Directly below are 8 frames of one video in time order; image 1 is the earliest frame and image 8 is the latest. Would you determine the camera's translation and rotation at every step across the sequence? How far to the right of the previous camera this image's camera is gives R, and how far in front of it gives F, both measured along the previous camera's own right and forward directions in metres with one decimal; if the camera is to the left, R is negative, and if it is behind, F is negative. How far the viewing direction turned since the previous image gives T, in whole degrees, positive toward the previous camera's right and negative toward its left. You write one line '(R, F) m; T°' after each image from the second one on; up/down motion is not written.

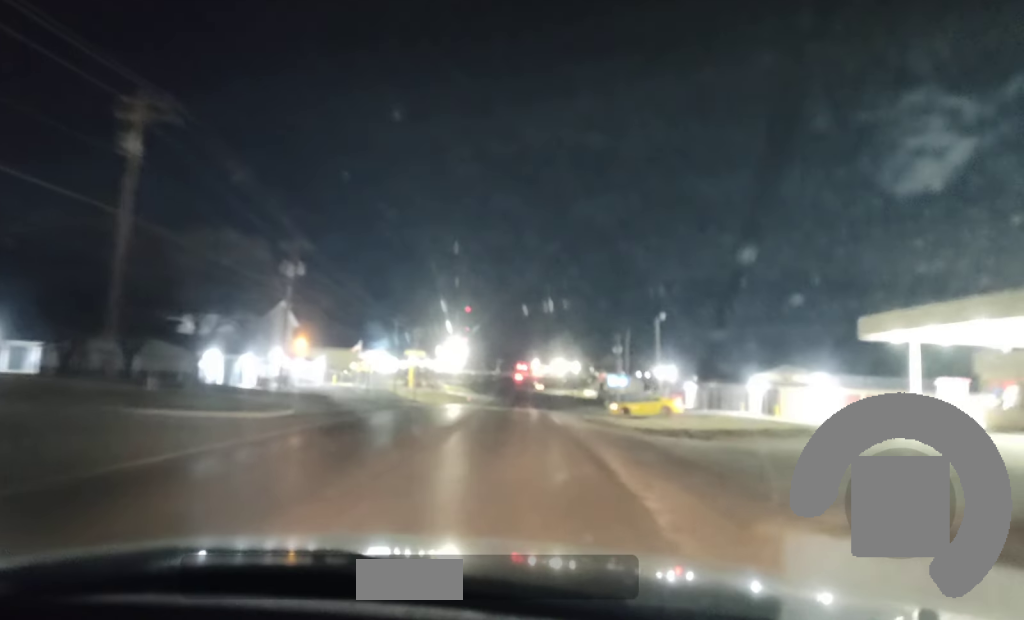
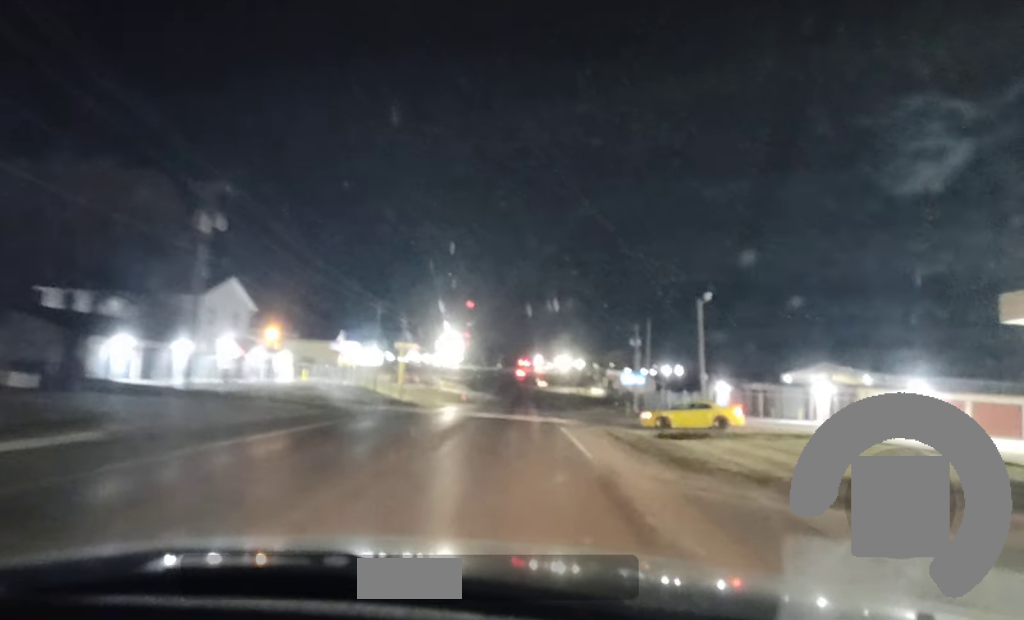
(+0.1, +15.4) m; 0°
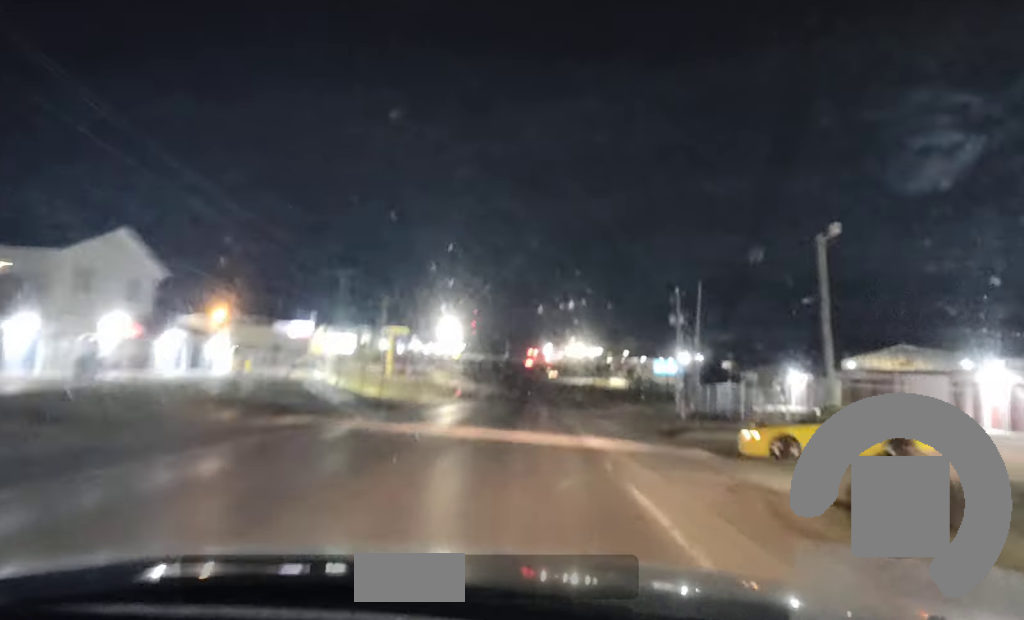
(-0.2, +19.1) m; -1°
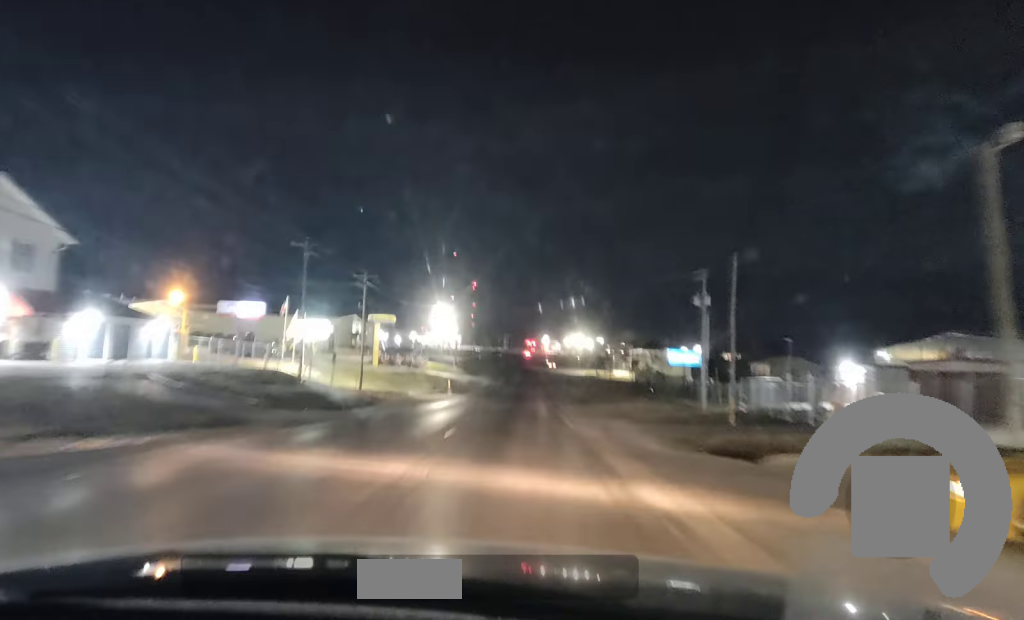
(-0.1, +12.1) m; 0°
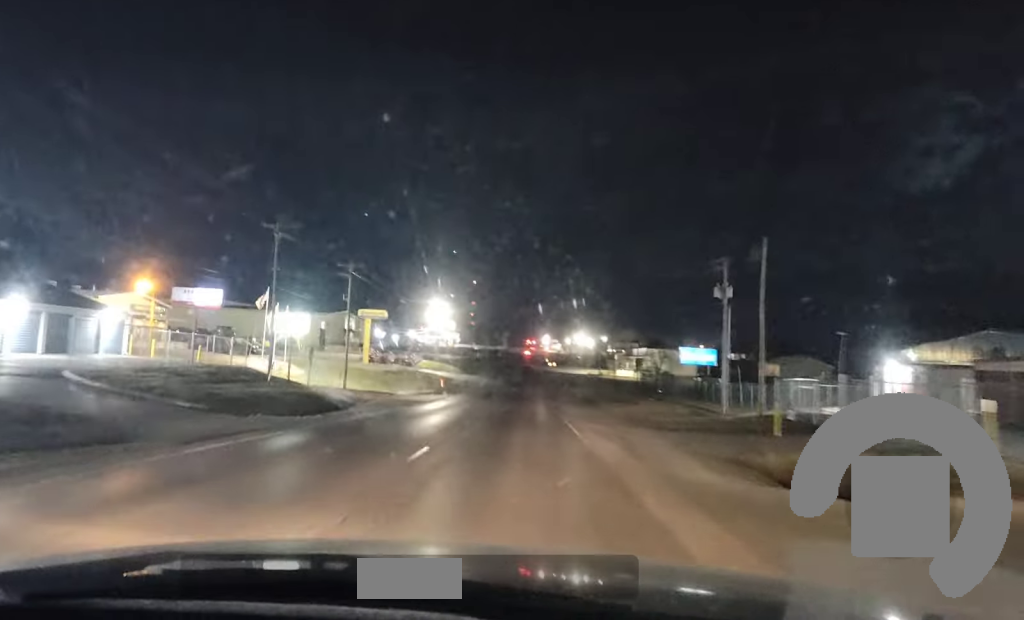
(0.0, +6.8) m; 0°
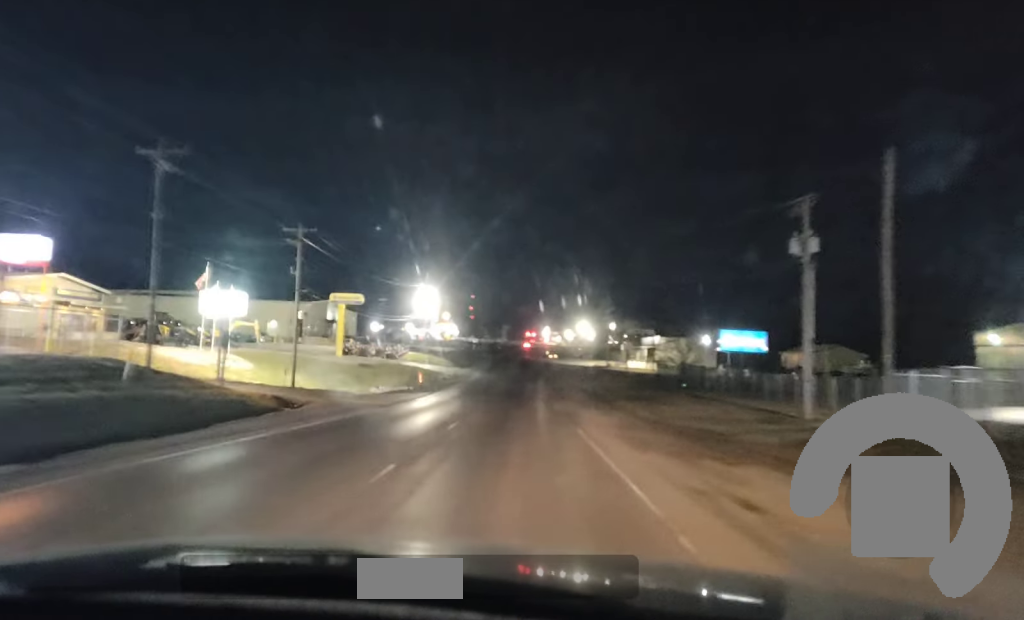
(+0.1, +16.6) m; +1°
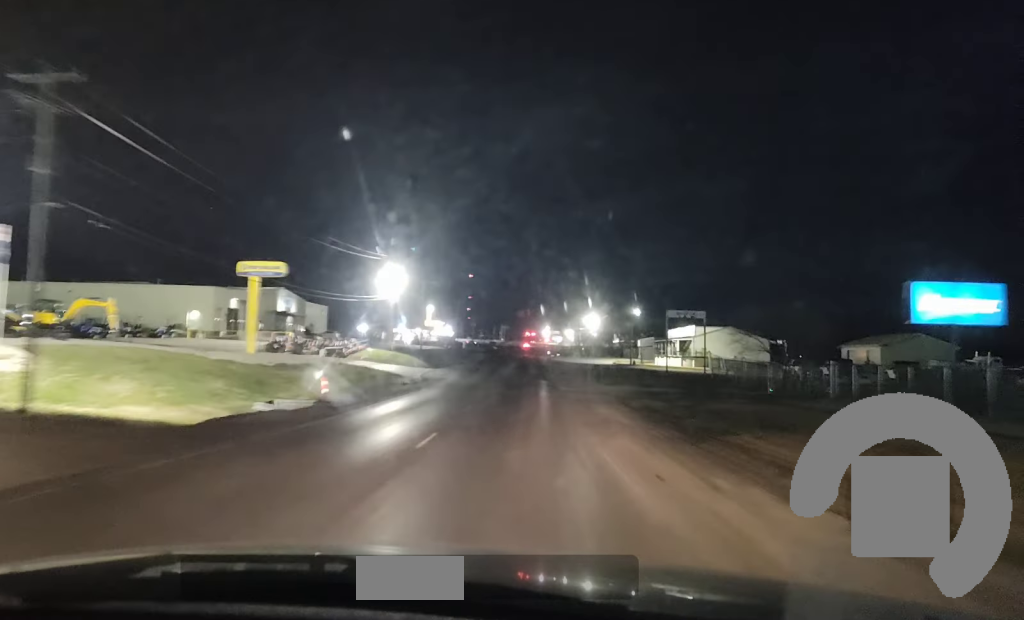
(0.0, +29.4) m; 0°
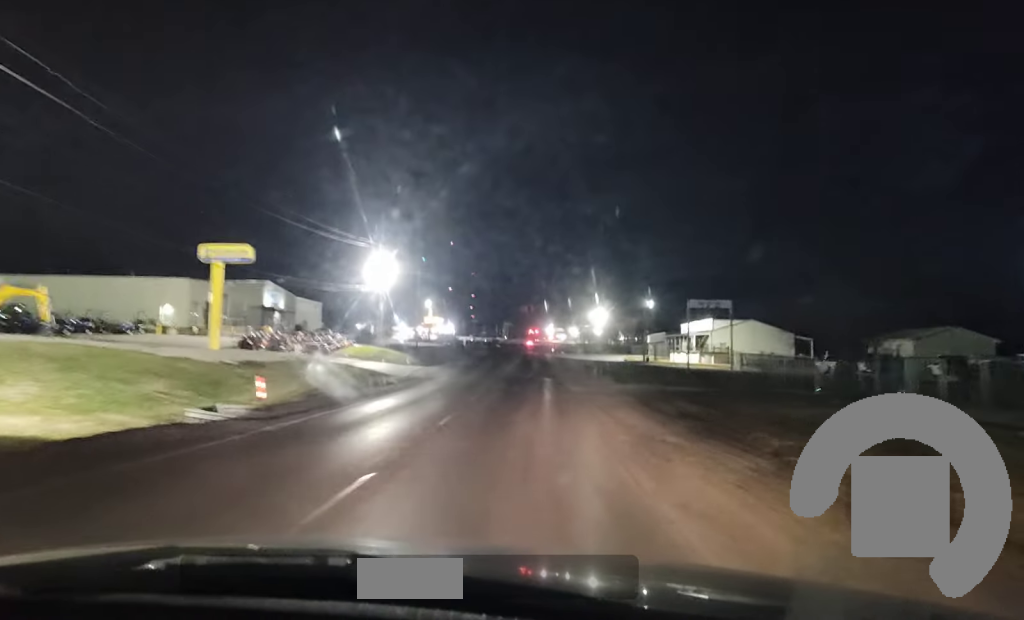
(0.0, +9.1) m; 0°
